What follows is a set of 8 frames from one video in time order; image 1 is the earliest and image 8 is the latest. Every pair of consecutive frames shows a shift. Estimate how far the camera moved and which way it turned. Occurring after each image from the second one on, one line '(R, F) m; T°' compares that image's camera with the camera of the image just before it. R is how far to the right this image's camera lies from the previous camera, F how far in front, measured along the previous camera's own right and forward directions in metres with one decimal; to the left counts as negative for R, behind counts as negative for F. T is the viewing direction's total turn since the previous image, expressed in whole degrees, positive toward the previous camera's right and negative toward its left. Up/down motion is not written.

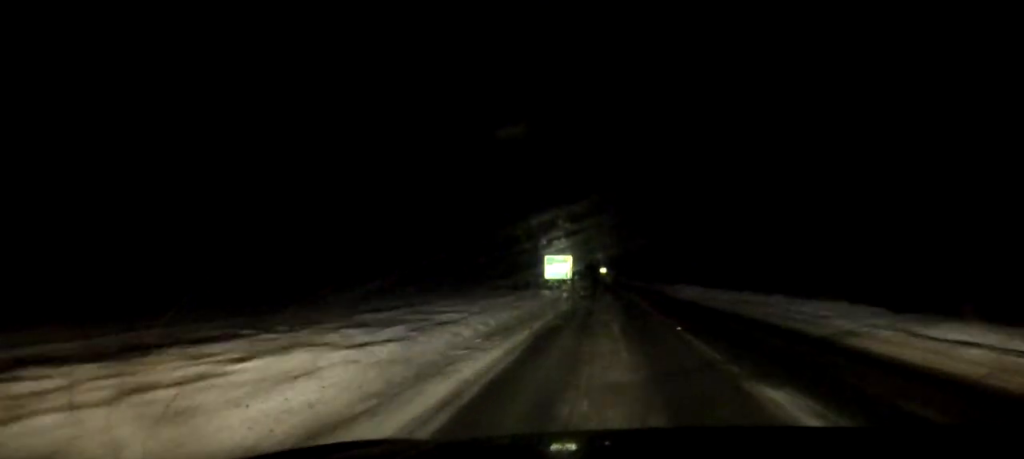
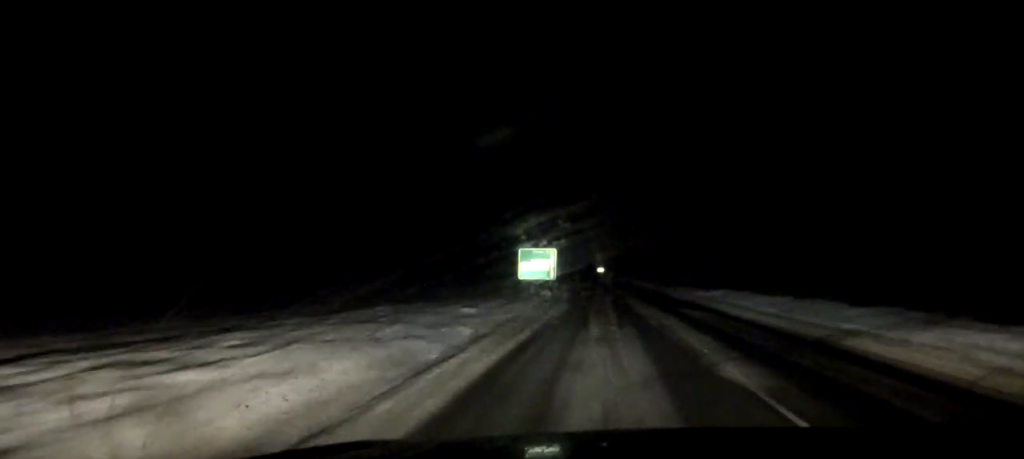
(0.0, +22.4) m; 0°
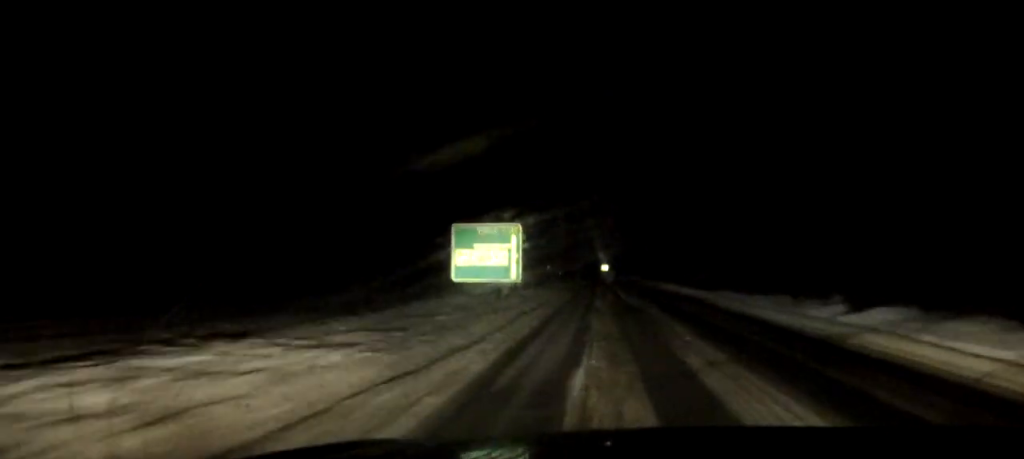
(0.0, +25.5) m; 0°
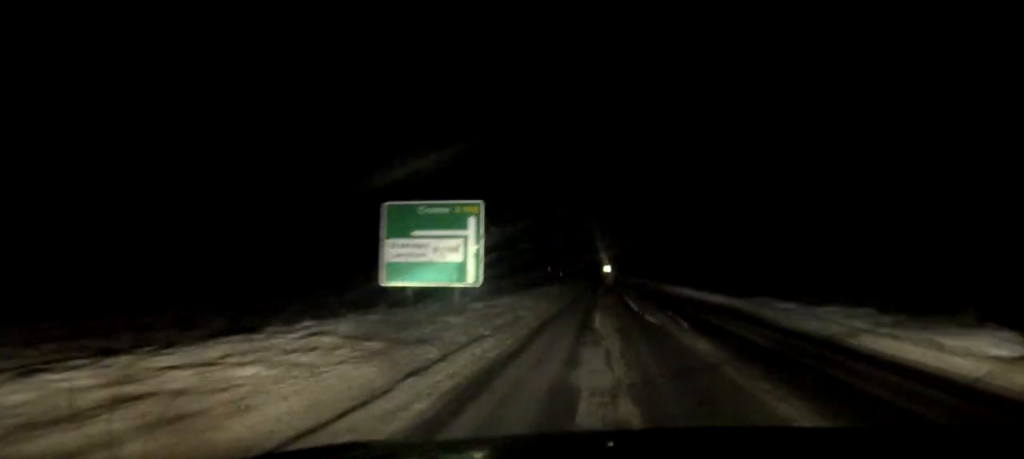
(0.0, +9.9) m; 0°
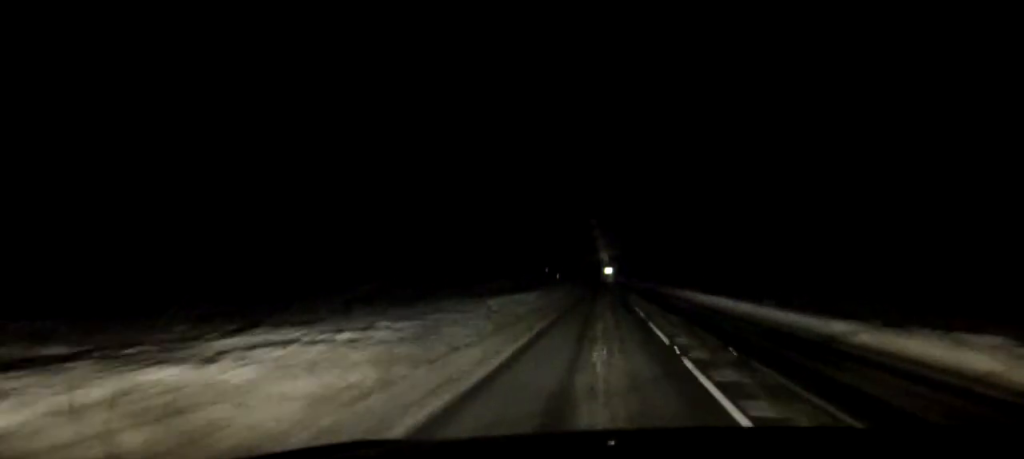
(-0.2, +20.2) m; 0°
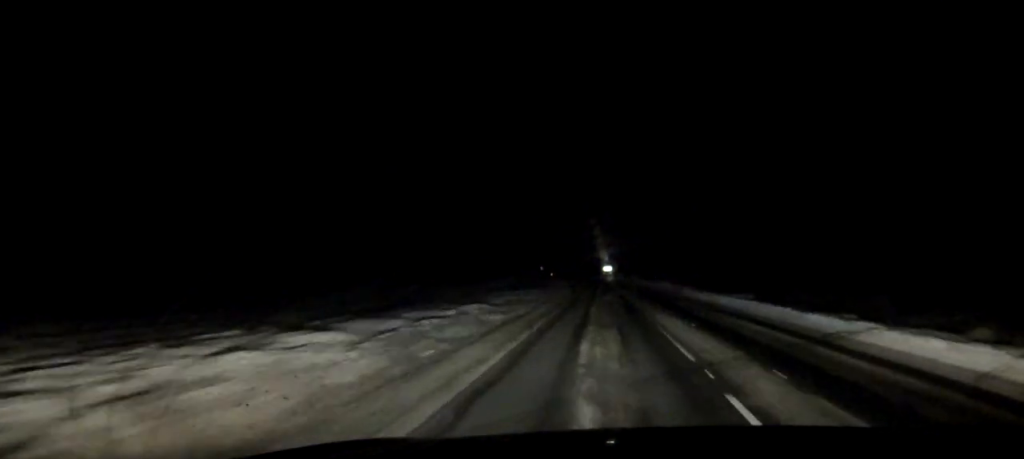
(+0.1, +21.0) m; 0°
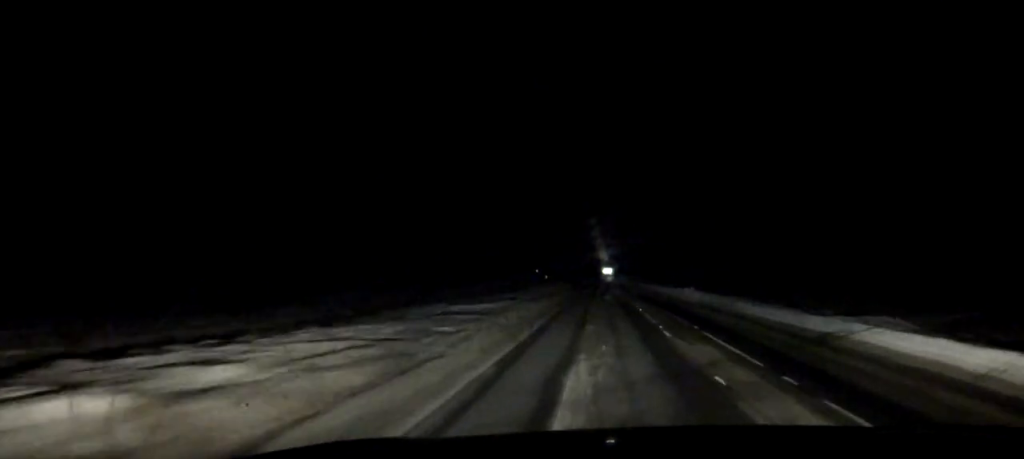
(0.0, +18.3) m; 0°
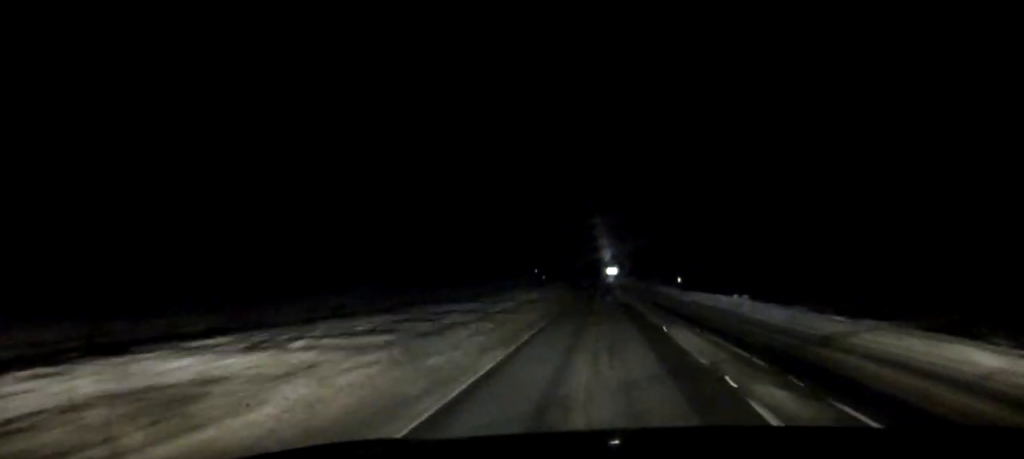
(0.0, +17.9) m; 0°
